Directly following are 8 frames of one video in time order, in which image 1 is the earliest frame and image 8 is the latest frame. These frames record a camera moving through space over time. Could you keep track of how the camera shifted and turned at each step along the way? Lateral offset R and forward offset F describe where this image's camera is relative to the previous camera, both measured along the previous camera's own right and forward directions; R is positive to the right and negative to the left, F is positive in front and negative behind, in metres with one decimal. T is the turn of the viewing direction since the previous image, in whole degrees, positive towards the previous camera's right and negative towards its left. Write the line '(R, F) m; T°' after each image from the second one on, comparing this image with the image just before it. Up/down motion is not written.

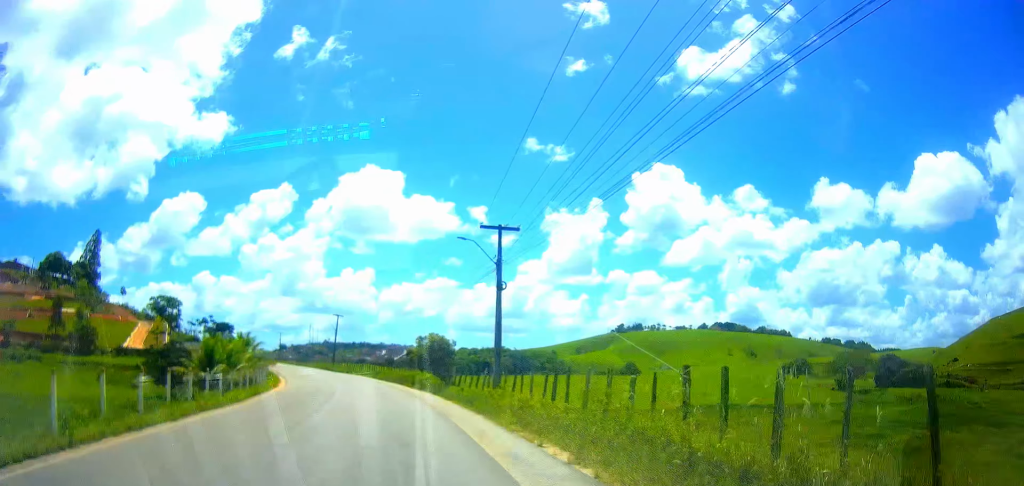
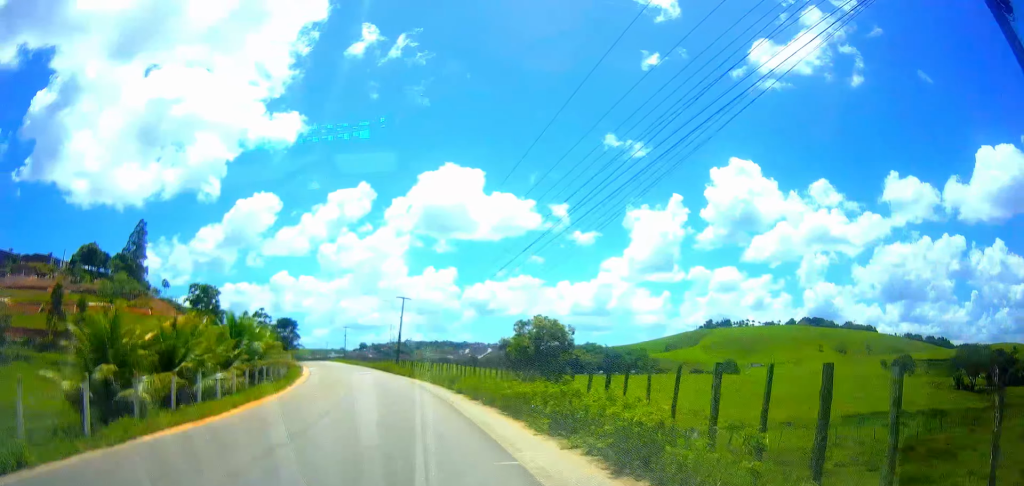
(-0.9, +28.1) m; -6°
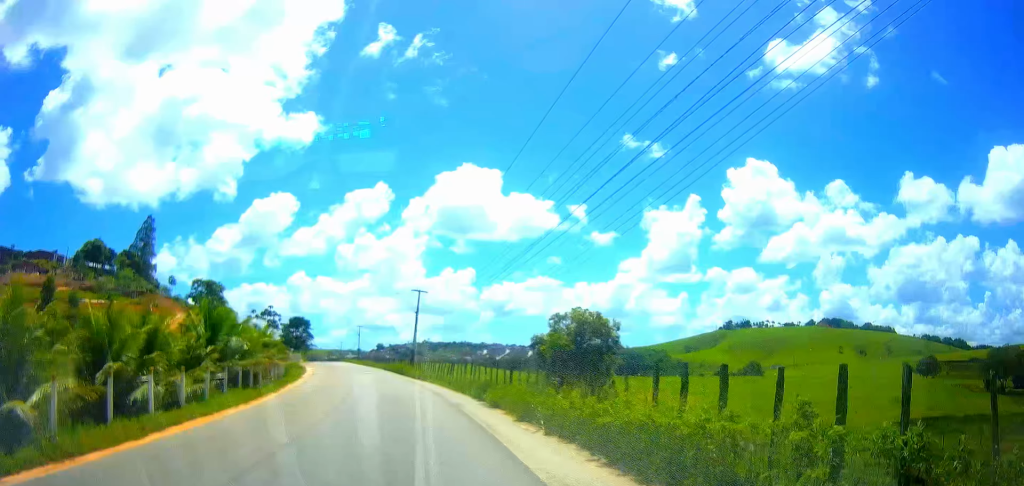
(-0.5, +8.3) m; -2°
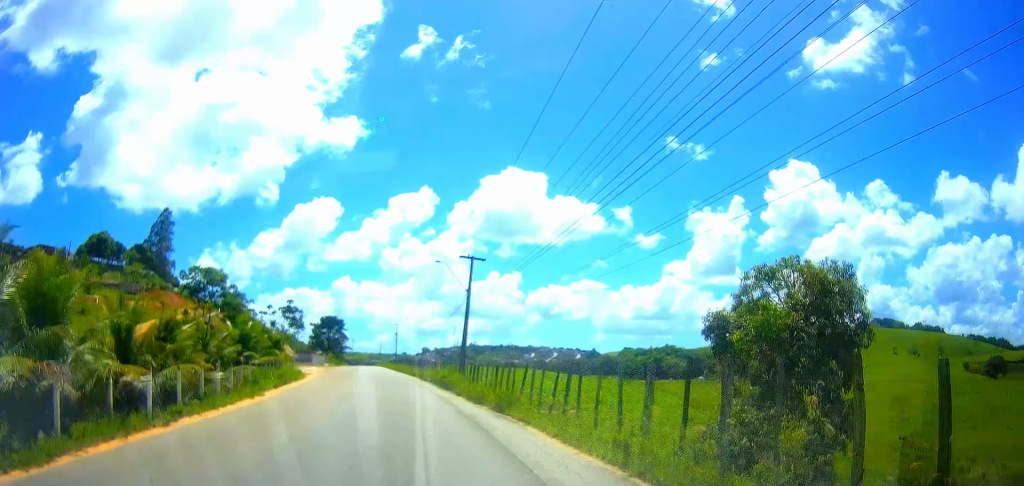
(-1.3, +24.3) m; -7°
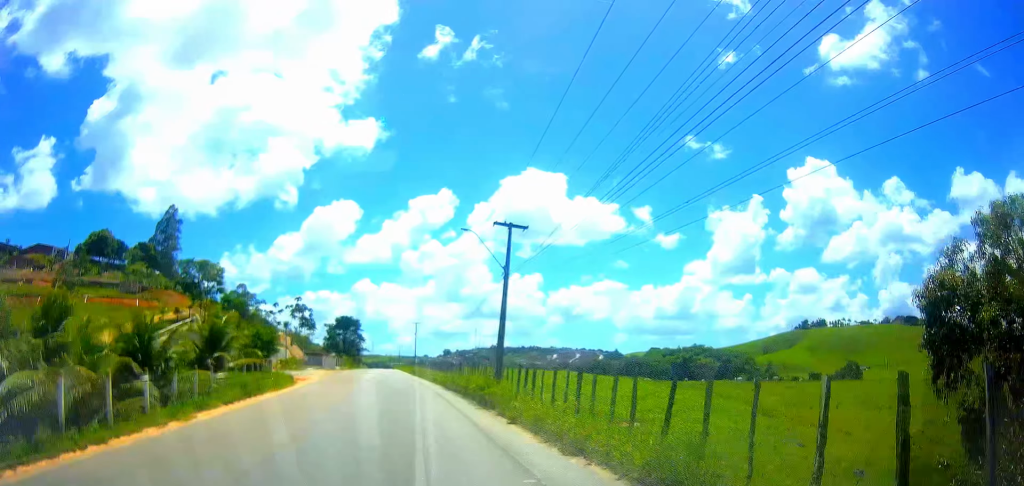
(-0.6, +11.6) m; -3°
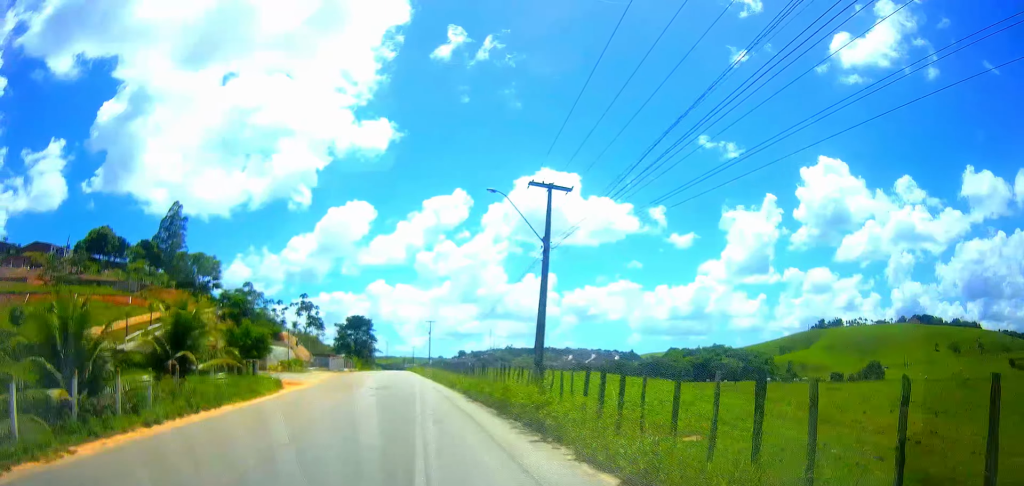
(0.0, +7.9) m; 0°
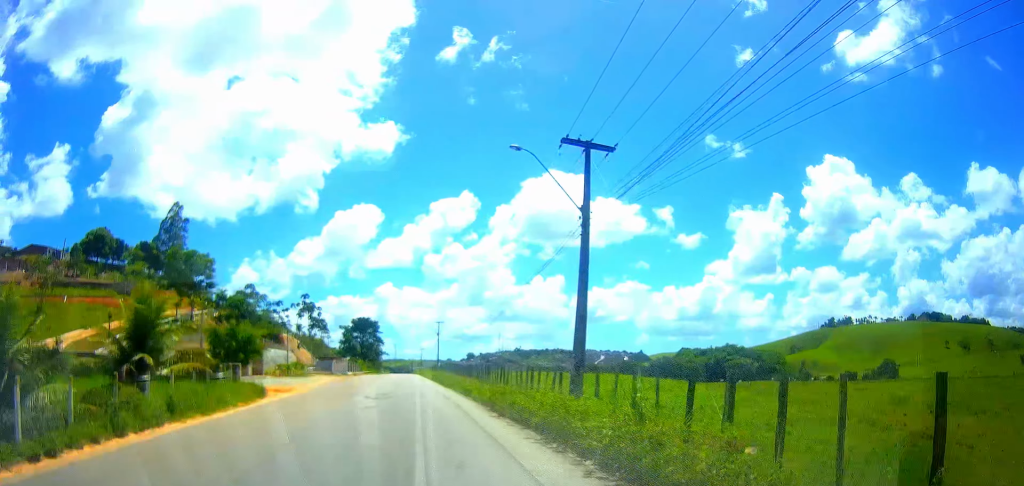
(0.0, +5.5) m; -1°
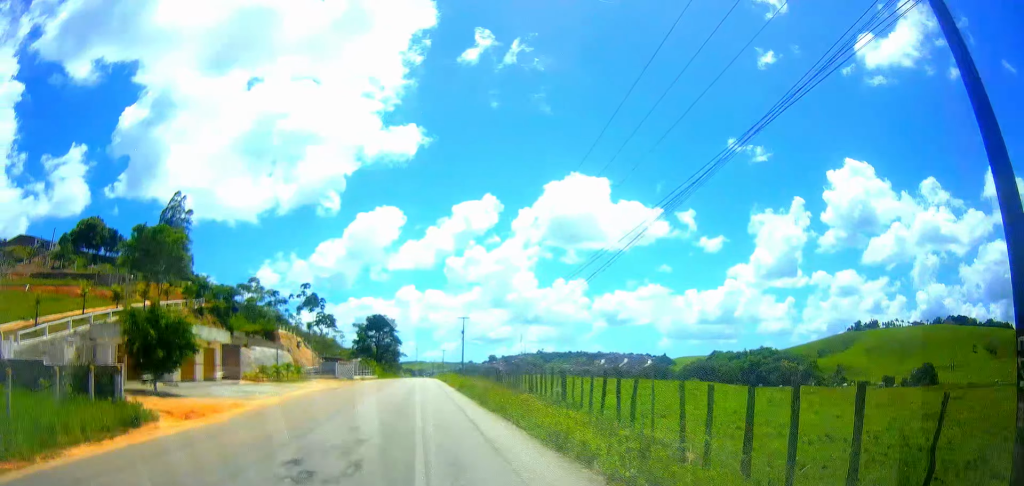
(-0.8, +15.4) m; -7°
